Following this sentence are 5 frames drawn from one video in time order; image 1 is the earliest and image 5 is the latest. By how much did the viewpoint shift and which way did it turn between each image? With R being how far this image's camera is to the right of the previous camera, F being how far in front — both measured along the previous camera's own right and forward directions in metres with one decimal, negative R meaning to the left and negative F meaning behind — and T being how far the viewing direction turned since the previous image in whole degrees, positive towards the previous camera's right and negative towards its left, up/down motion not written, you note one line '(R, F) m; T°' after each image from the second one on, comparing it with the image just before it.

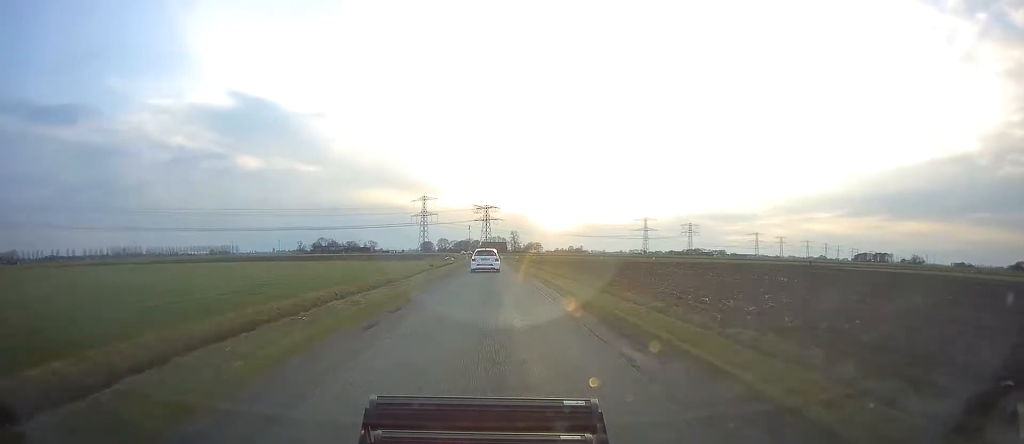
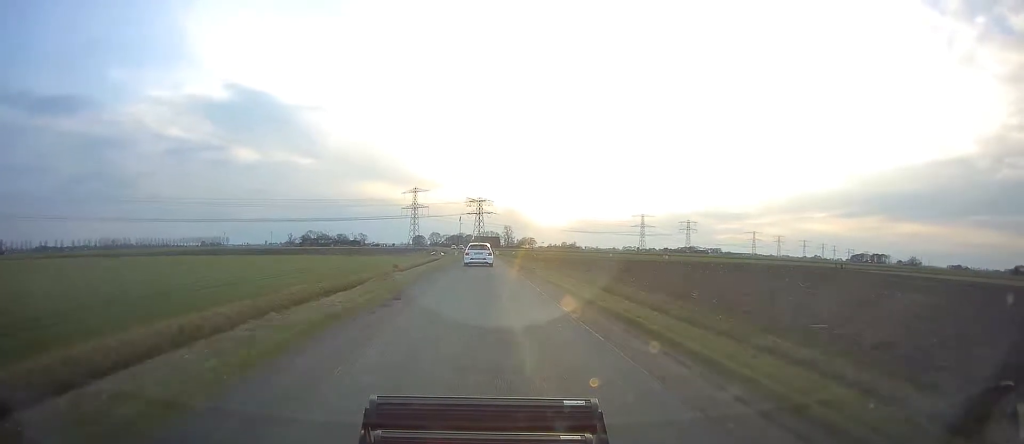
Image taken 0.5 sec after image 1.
(0.0, +16.7) m; 0°
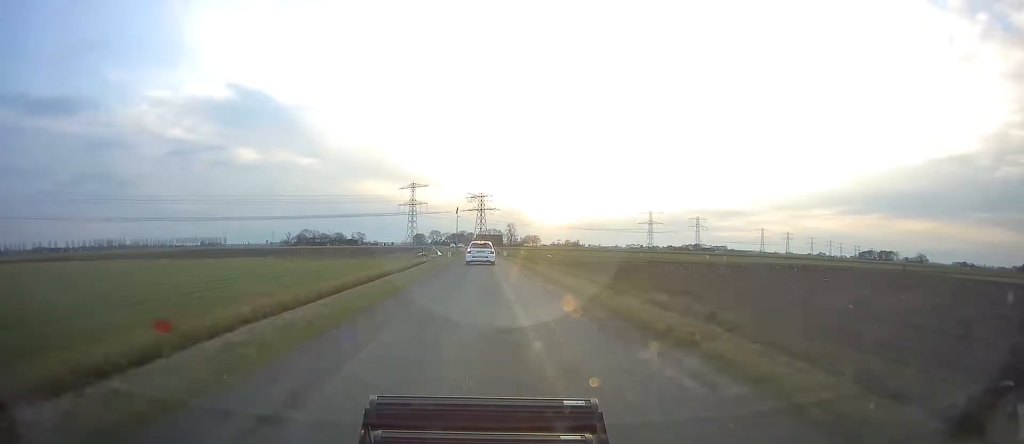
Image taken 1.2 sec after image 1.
(0.0, +23.0) m; 0°
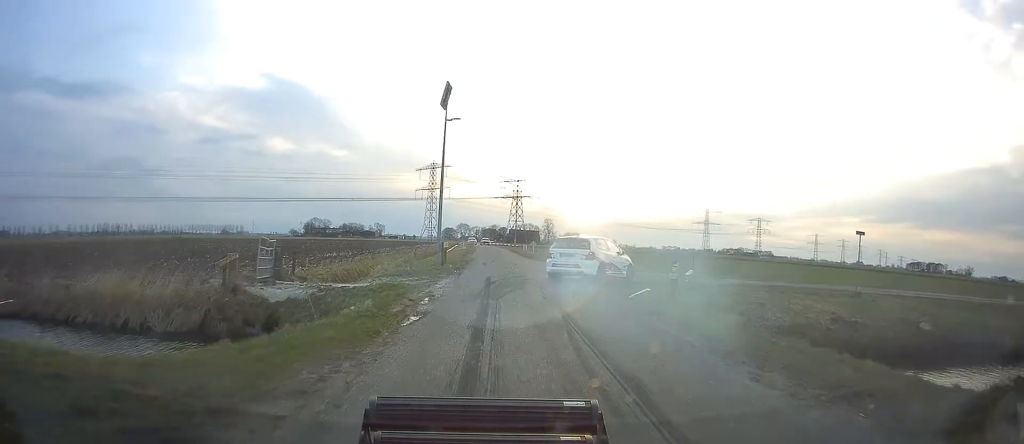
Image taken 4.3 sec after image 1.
(-0.4, +77.3) m; +1°
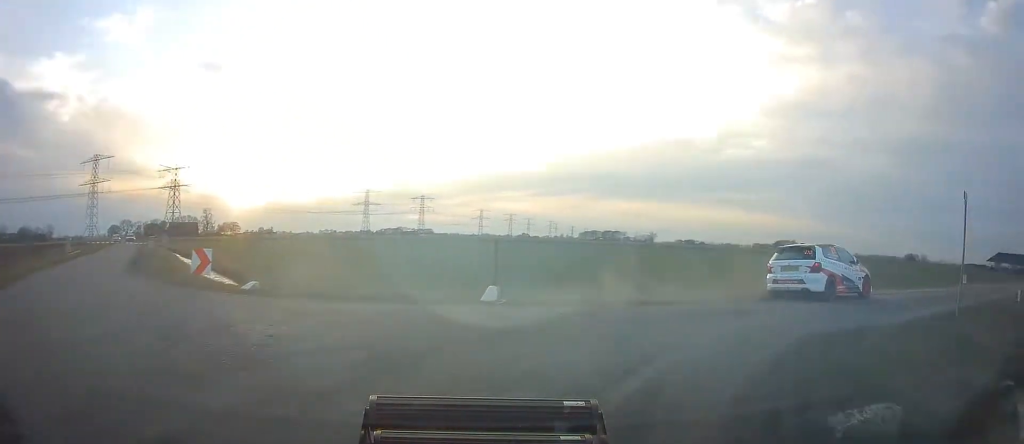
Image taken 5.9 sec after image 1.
(+2.4, +19.2) m; +35°
